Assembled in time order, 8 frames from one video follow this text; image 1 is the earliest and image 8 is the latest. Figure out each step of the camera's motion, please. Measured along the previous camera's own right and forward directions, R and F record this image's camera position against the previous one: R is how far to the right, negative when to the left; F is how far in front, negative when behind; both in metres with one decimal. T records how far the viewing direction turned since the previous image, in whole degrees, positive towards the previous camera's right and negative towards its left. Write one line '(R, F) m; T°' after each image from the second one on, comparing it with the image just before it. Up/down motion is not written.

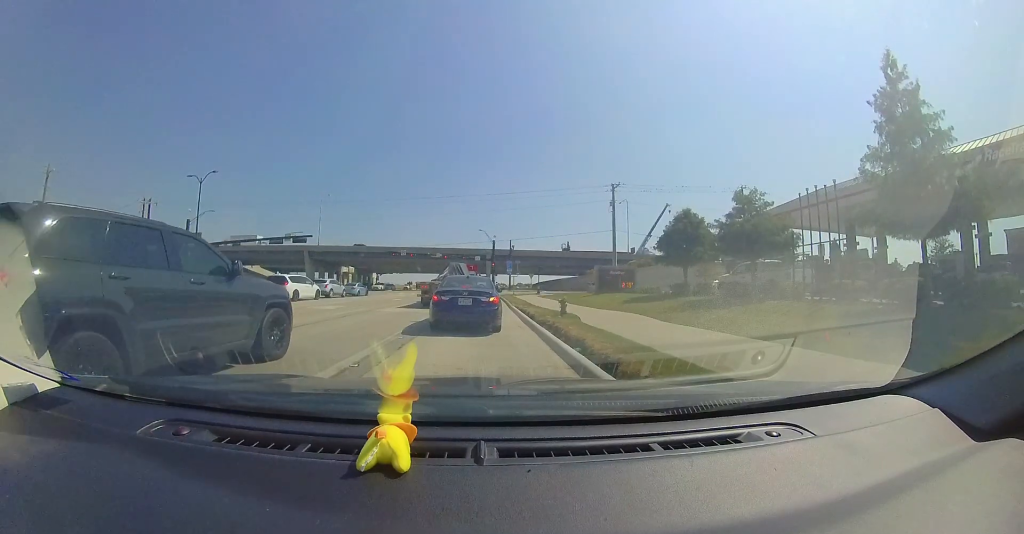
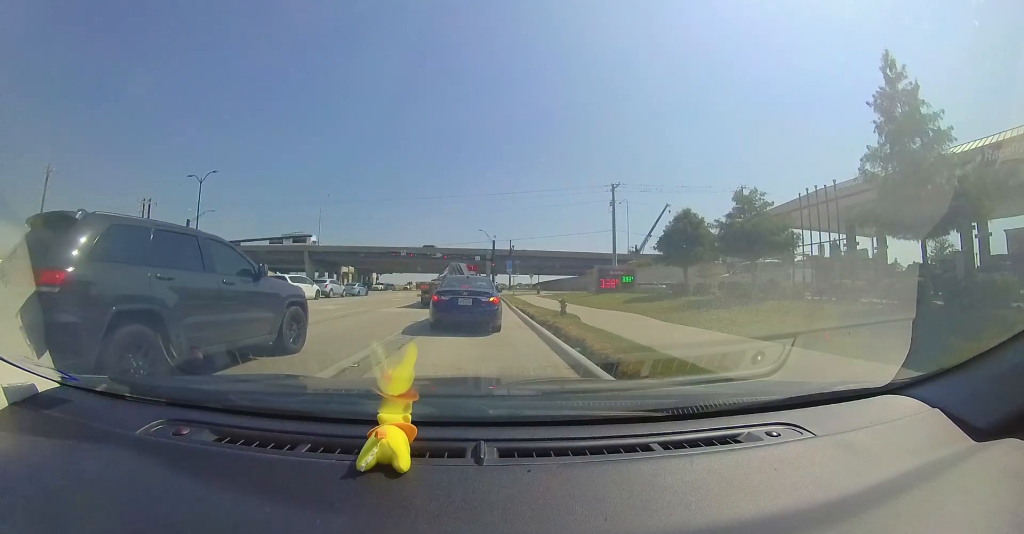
(0.0, 0.0) m; 0°
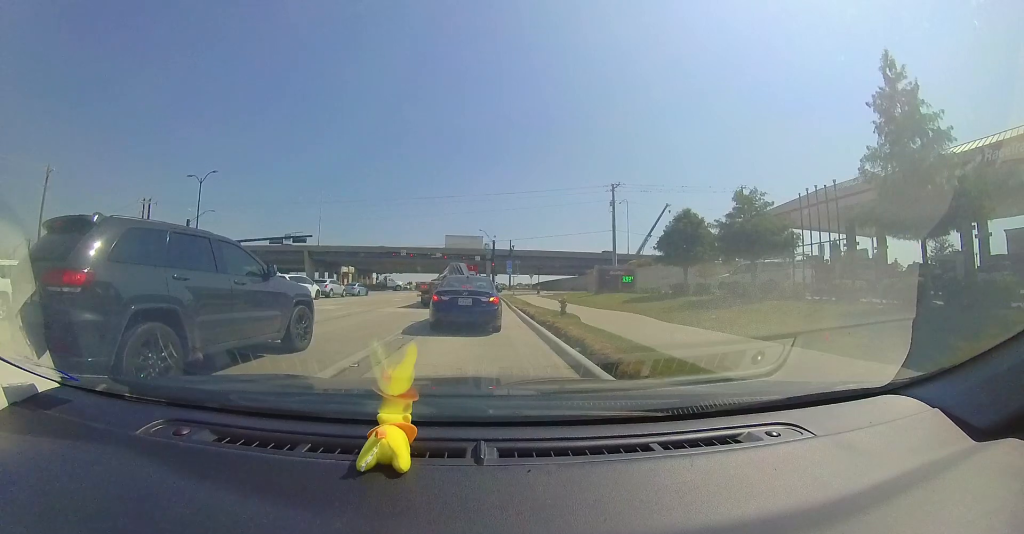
(0.0, +0.2) m; 0°
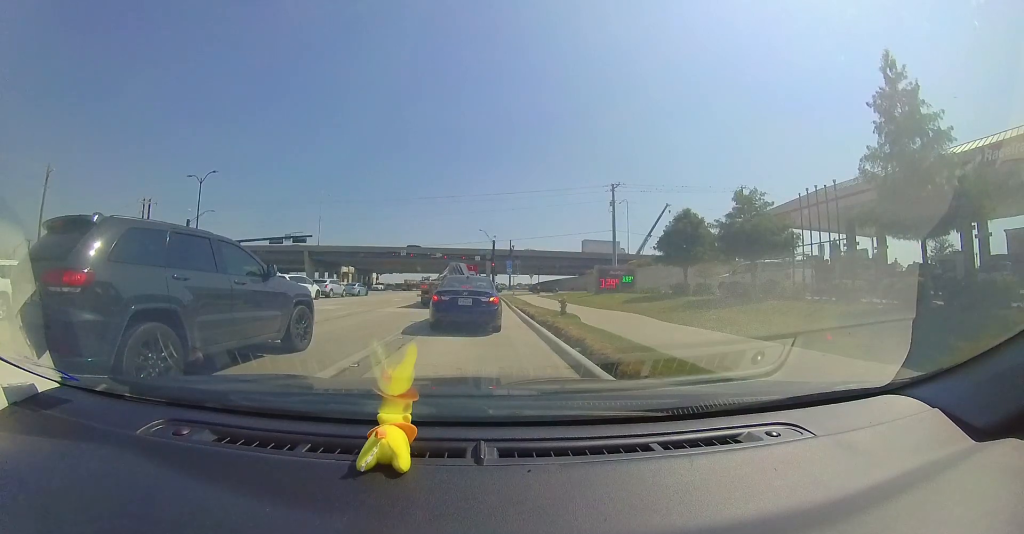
(0.0, +0.2) m; 0°
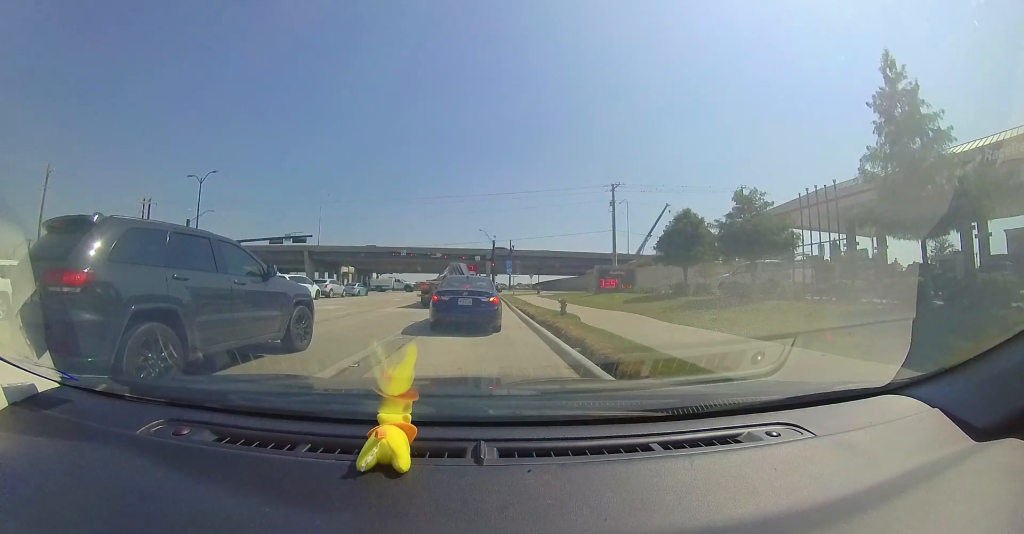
(0.0, 0.0) m; 0°
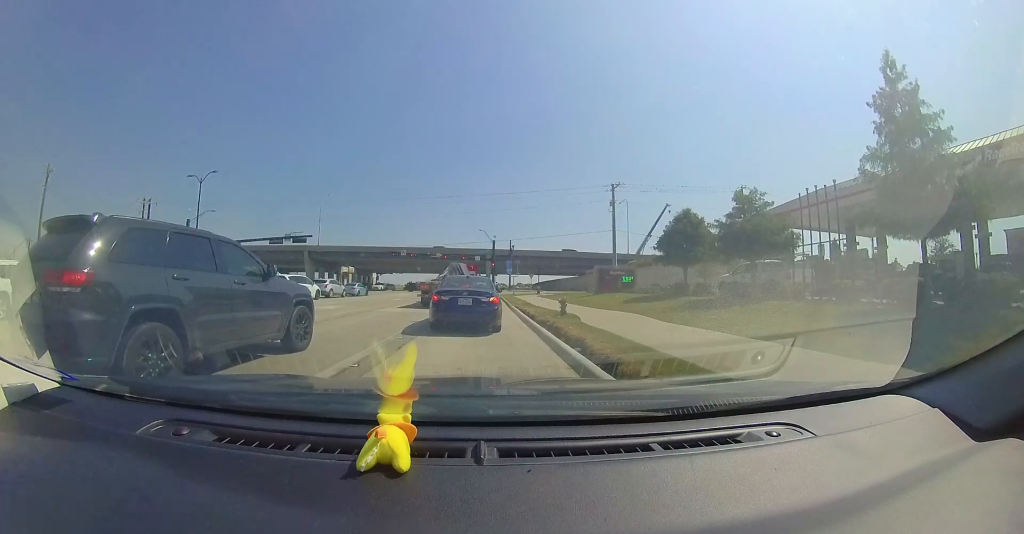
(0.0, 0.0) m; 0°
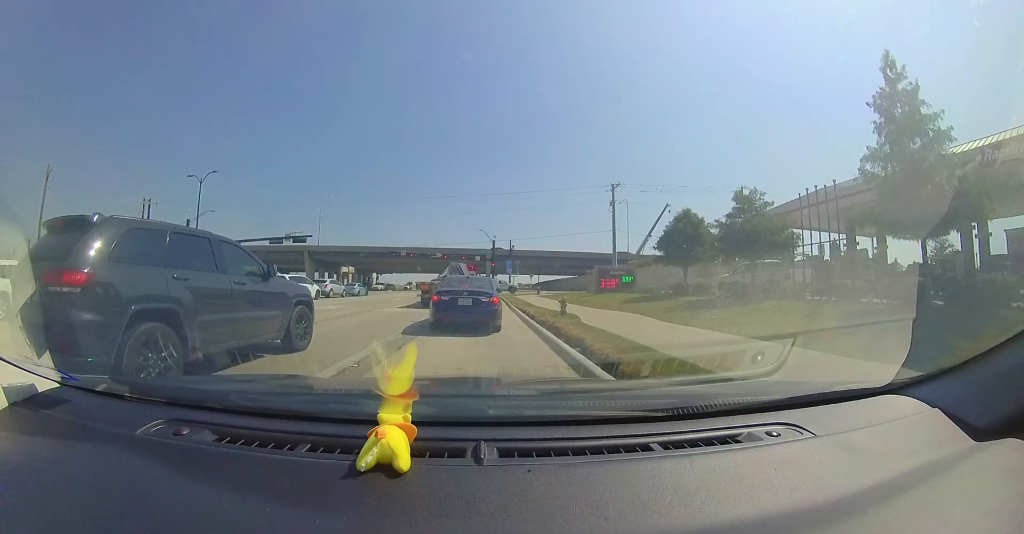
(0.0, 0.0) m; 0°
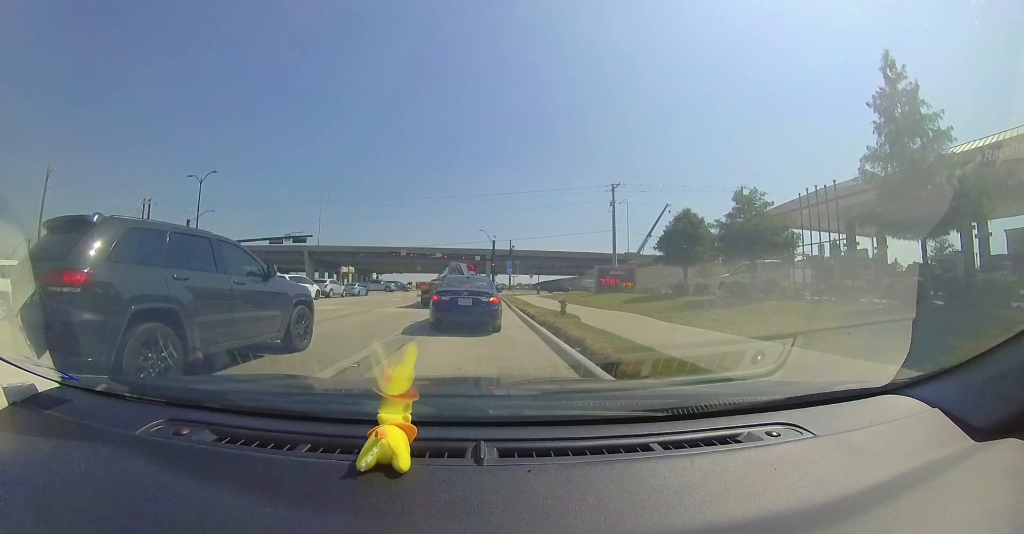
(0.0, +0.2) m; 0°
